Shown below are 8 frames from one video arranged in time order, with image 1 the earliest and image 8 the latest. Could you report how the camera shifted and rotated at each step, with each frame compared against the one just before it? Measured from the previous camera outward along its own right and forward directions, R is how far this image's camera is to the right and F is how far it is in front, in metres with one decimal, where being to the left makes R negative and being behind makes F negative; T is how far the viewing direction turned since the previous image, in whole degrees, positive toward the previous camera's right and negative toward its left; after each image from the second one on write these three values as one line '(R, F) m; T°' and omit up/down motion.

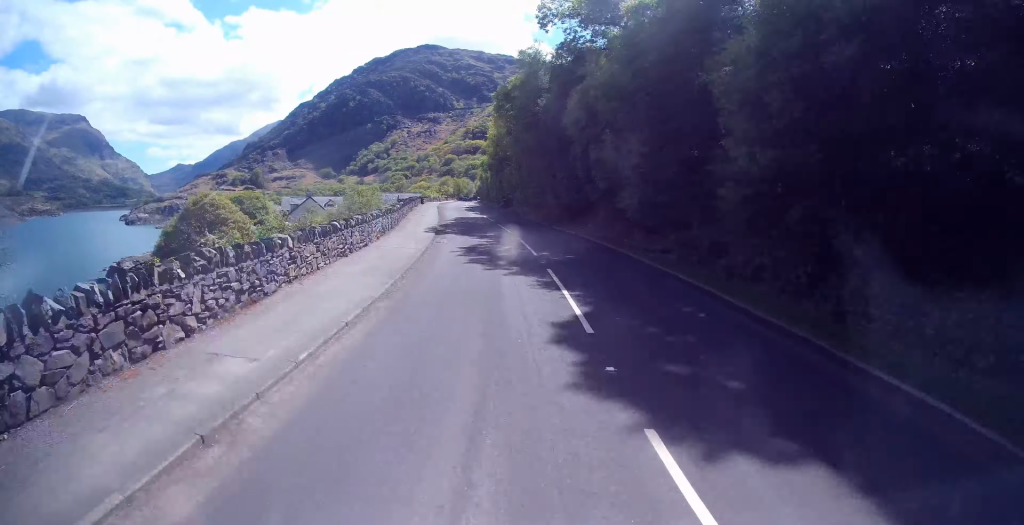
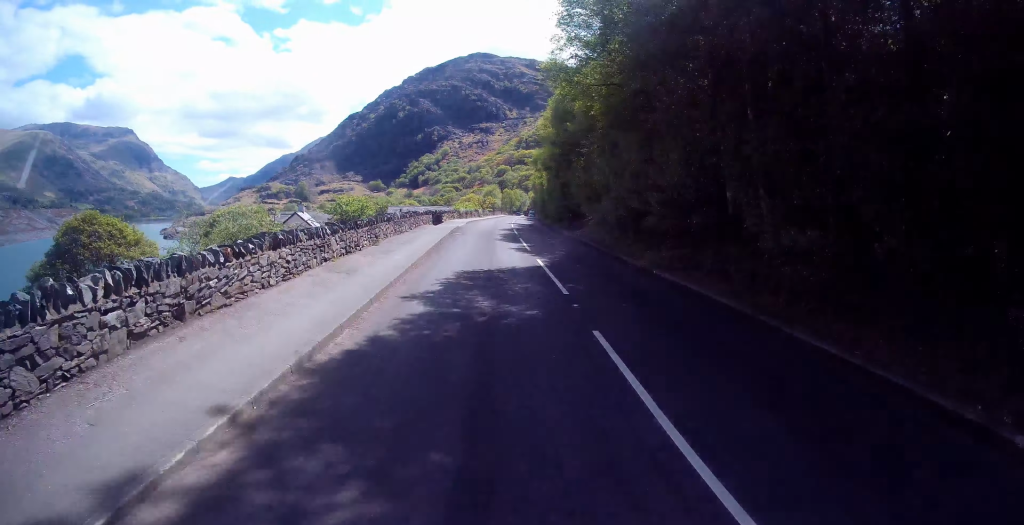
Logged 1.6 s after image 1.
(-0.2, +23.5) m; -3°
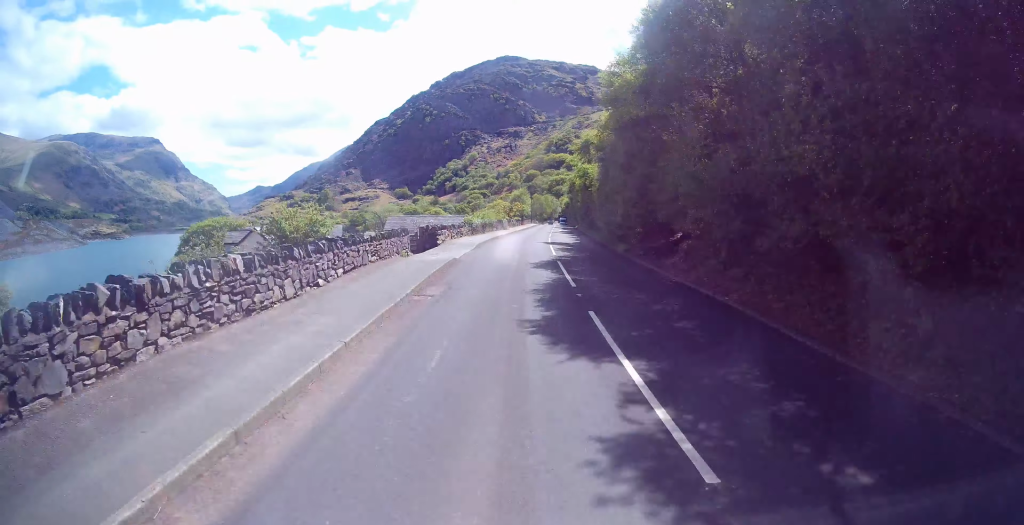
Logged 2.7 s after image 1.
(-0.5, +16.2) m; -2°
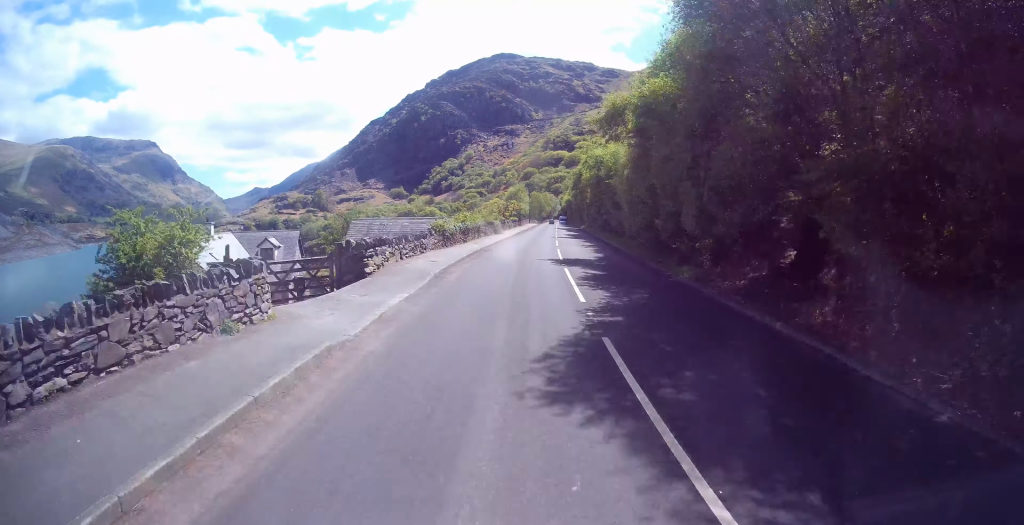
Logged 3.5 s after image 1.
(-0.1, +11.4) m; -1°
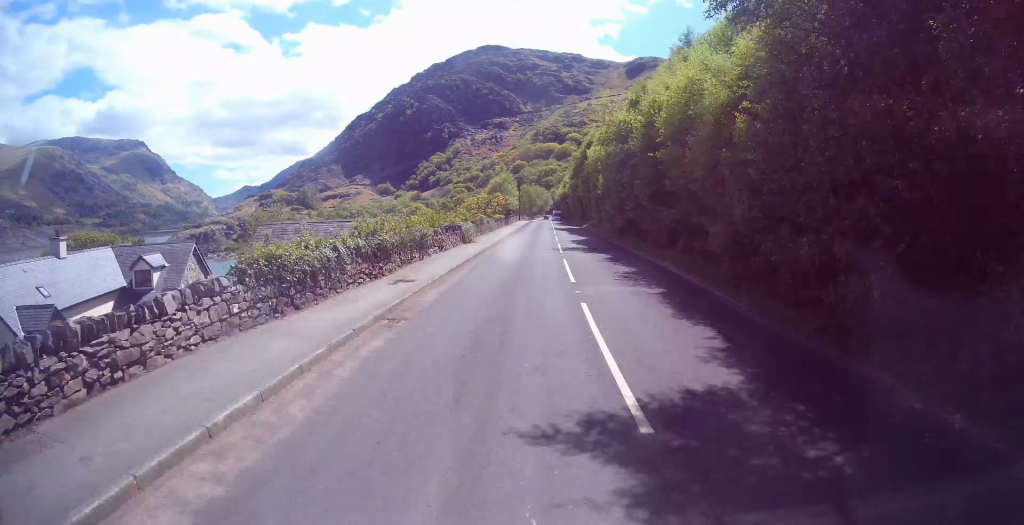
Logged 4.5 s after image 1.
(-0.2, +15.5) m; -1°
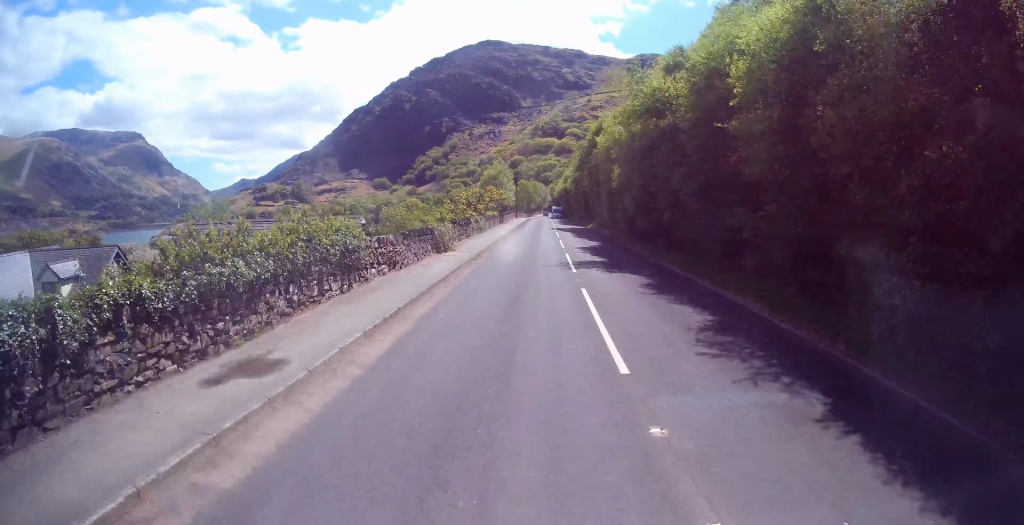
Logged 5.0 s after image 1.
(-0.2, +7.5) m; 0°
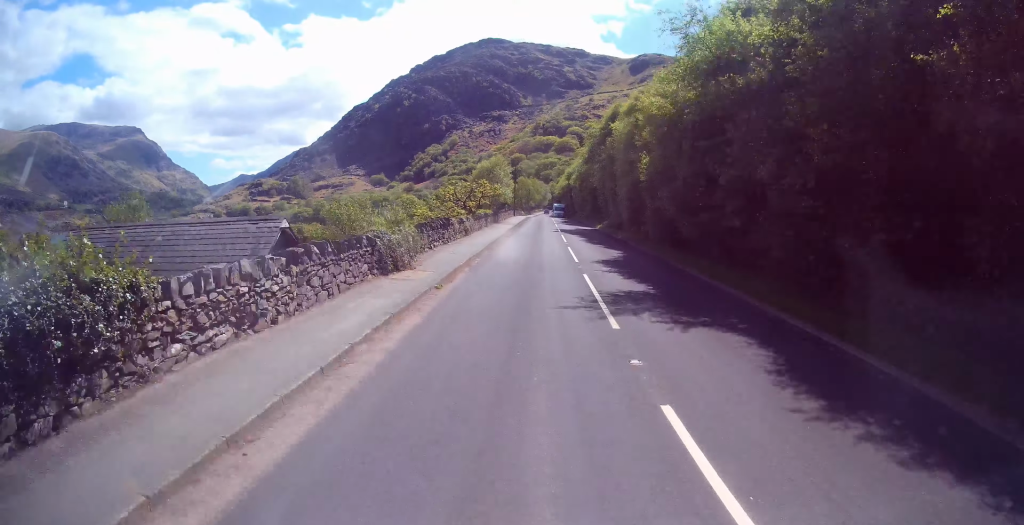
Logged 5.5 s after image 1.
(+0.1, +7.4) m; 0°
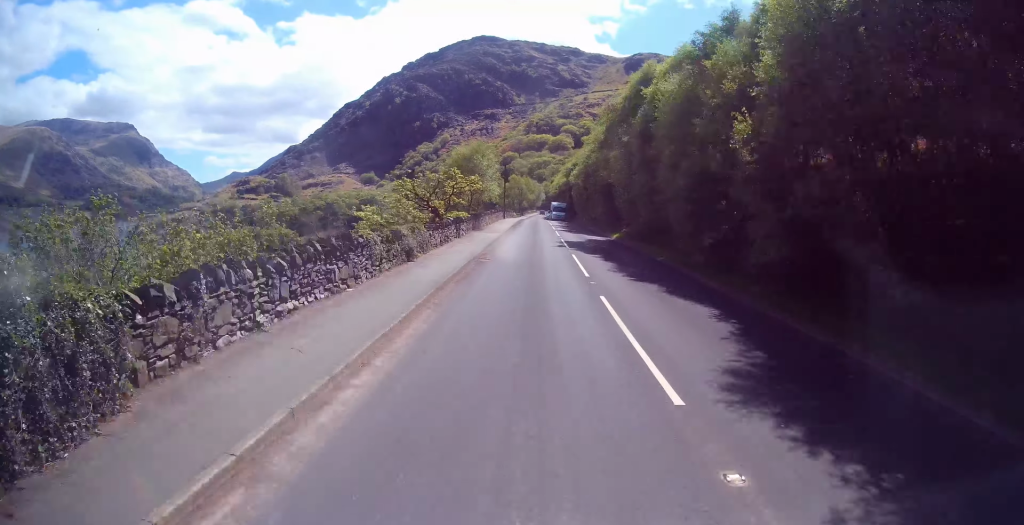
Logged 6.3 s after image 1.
(+0.1, +11.9) m; 0°
